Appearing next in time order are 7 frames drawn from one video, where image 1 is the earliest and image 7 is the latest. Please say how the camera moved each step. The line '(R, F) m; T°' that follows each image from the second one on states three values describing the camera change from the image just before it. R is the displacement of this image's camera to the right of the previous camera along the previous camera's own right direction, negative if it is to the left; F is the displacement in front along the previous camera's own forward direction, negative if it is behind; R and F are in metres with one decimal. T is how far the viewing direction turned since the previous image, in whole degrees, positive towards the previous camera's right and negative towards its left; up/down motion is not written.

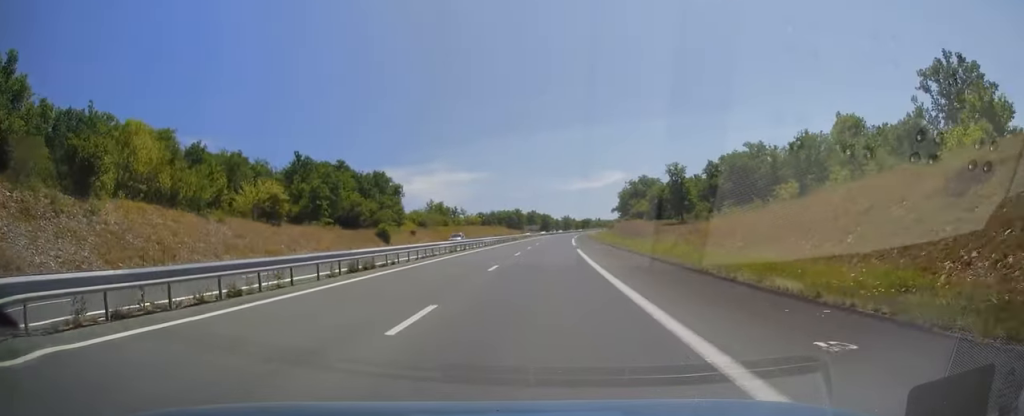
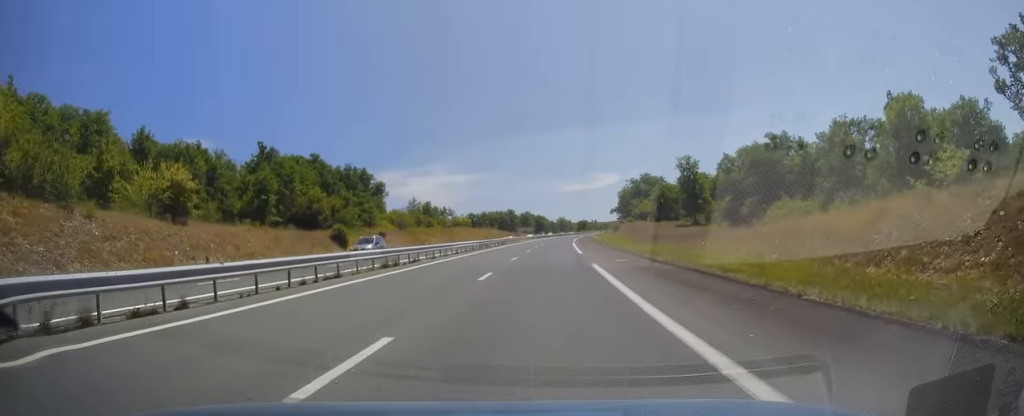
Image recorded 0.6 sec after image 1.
(+0.2, +16.3) m; +1°
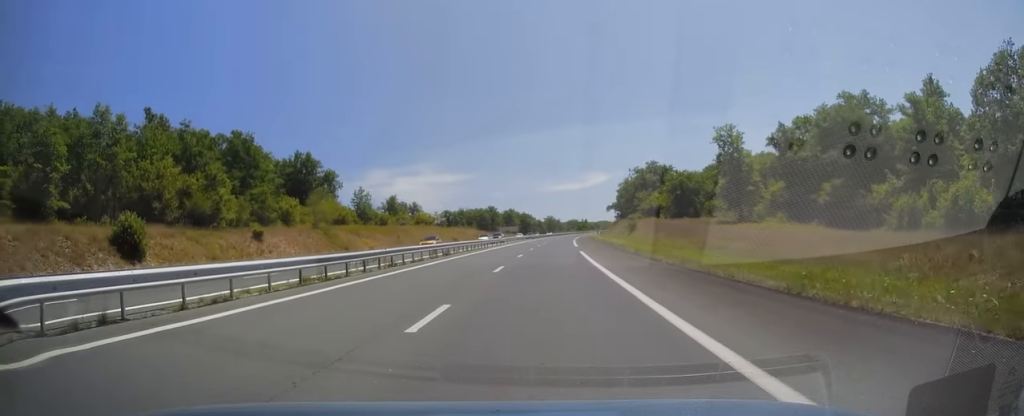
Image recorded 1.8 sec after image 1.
(+0.4, +35.3) m; +1°
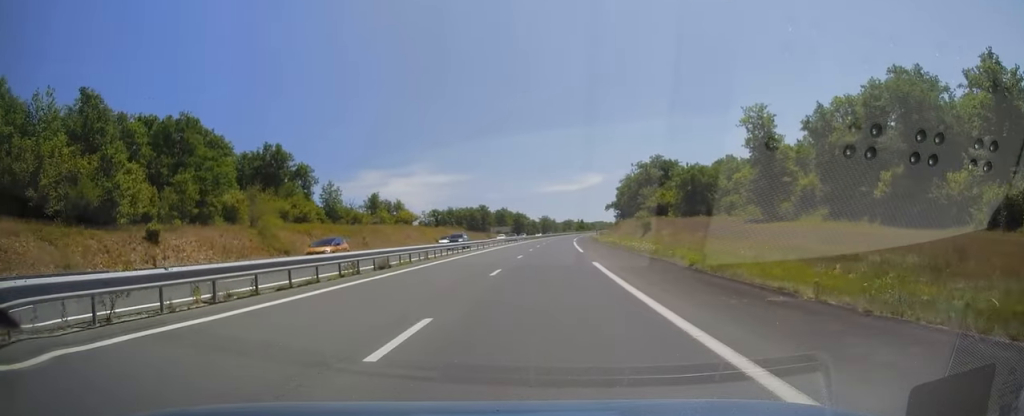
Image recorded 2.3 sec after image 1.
(0.0, +14.7) m; 0°
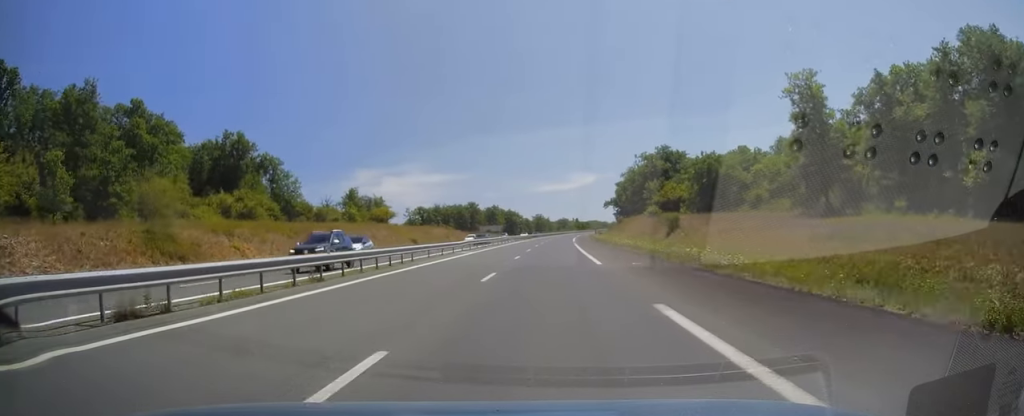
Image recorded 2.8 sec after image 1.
(+0.1, +15.7) m; 0°
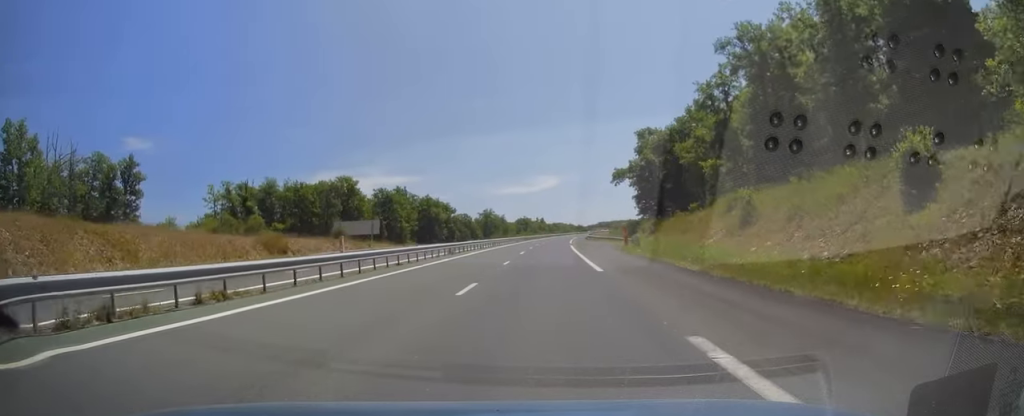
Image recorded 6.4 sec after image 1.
(+3.0, +107.0) m; +3°
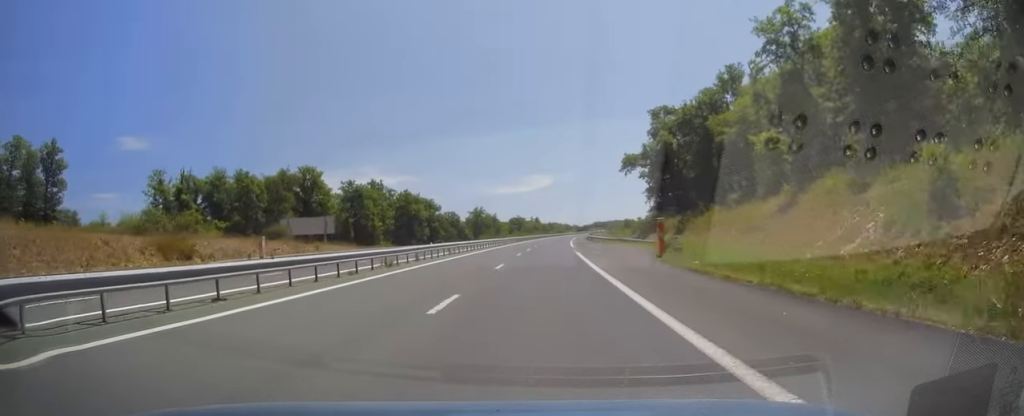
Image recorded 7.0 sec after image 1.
(-0.1, +16.2) m; +1°
